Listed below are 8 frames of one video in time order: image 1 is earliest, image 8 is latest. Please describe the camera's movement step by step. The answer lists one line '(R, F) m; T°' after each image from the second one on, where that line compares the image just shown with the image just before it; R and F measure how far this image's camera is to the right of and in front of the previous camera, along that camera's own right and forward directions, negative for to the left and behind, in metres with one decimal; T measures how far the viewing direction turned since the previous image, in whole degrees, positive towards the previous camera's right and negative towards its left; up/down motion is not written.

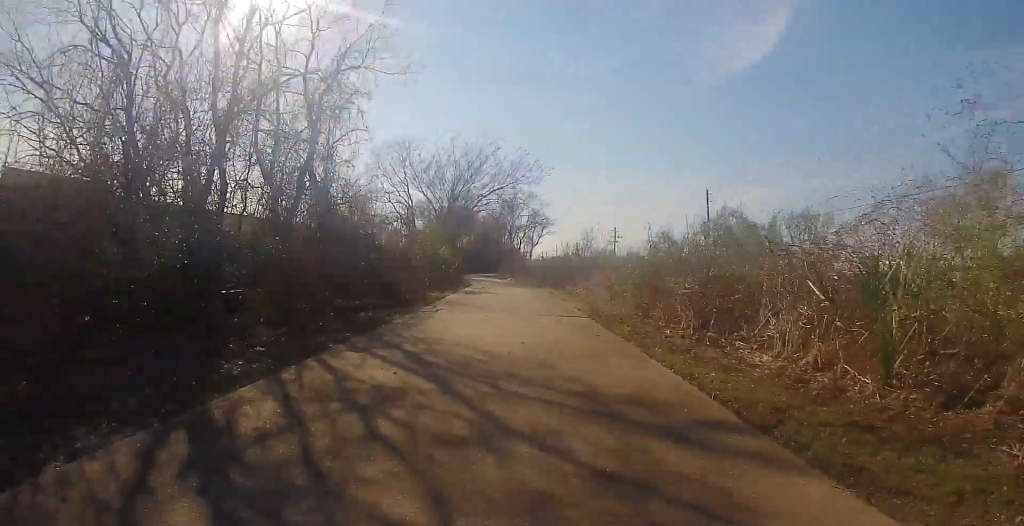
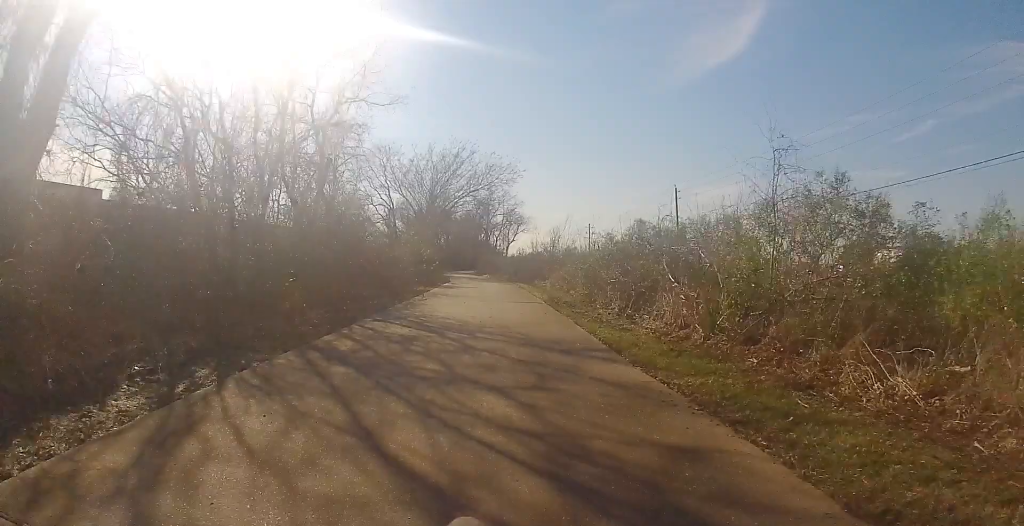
(-0.1, +2.8) m; -2°
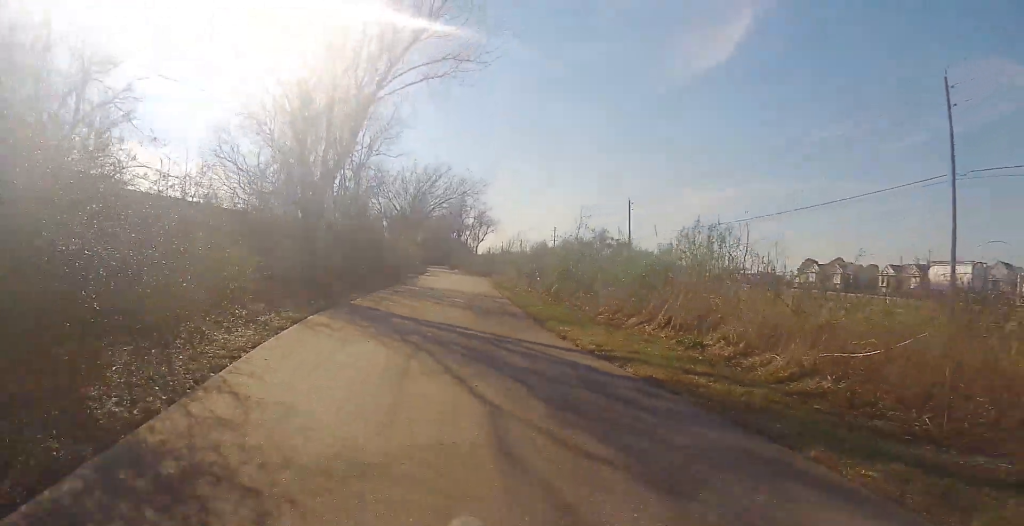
(0.0, +9.2) m; +8°
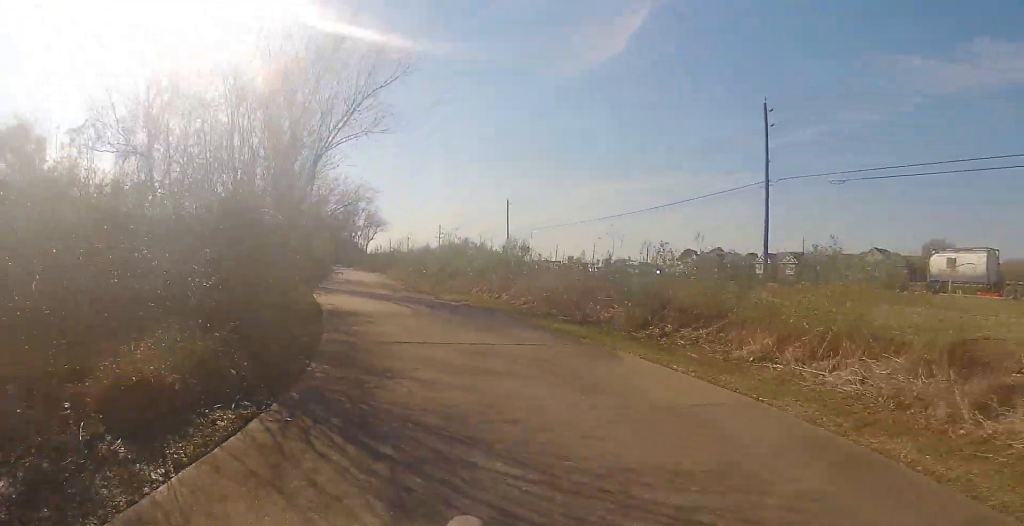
(+1.1, +7.5) m; +11°
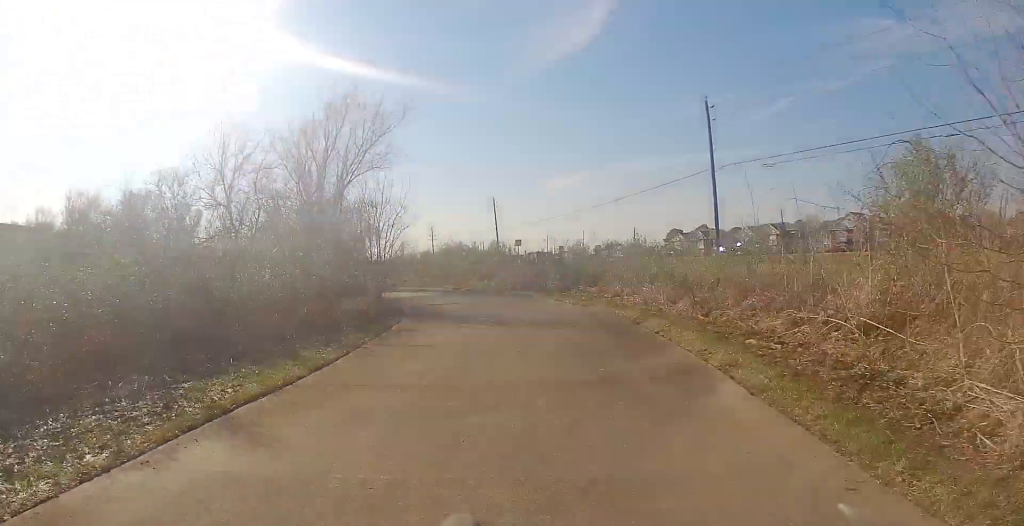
(+0.2, +6.2) m; 0°
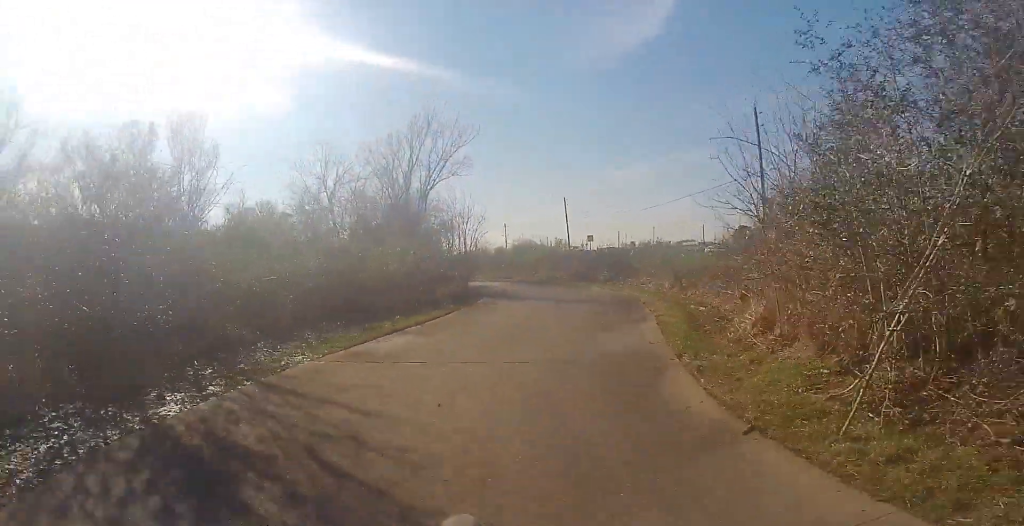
(+0.1, +3.8) m; -5°
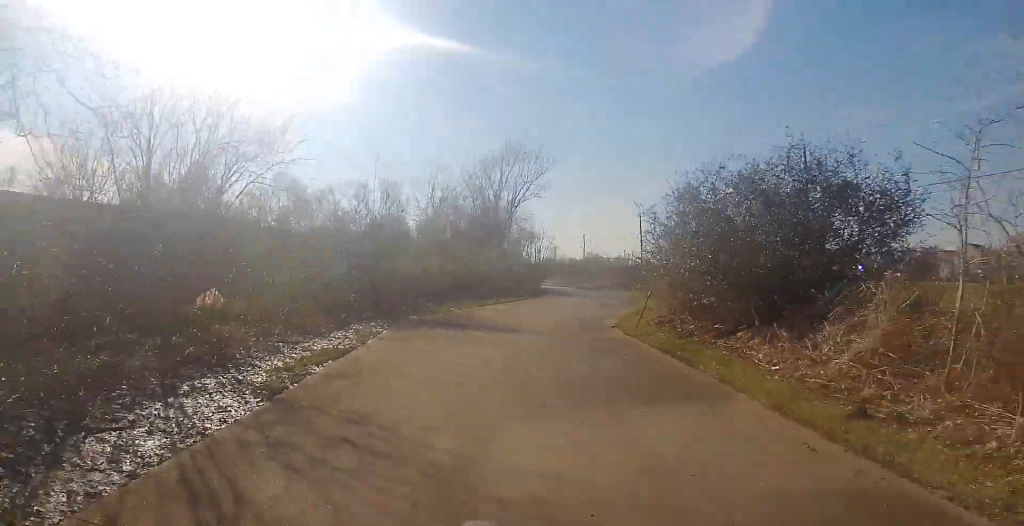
(-0.8, +6.1) m; -8°
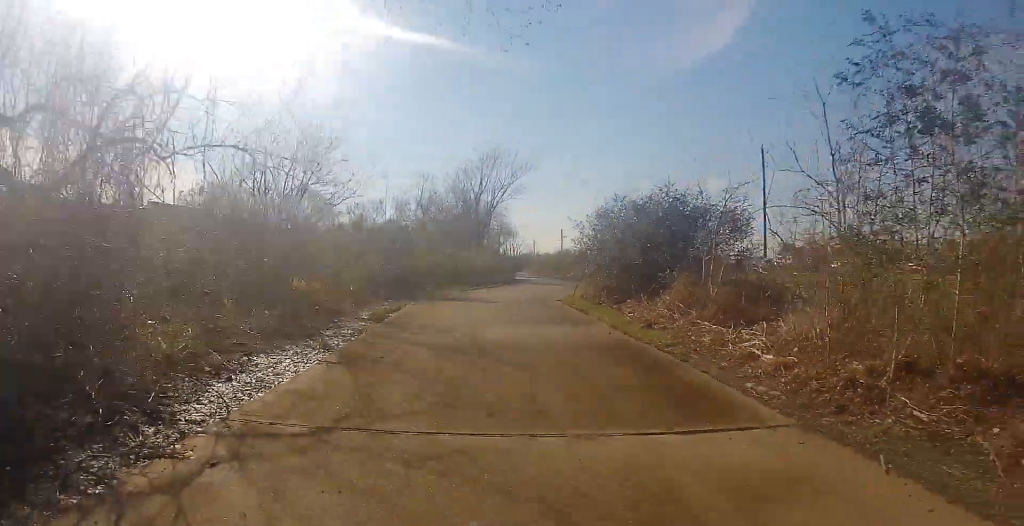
(0.0, +4.3) m; 0°
